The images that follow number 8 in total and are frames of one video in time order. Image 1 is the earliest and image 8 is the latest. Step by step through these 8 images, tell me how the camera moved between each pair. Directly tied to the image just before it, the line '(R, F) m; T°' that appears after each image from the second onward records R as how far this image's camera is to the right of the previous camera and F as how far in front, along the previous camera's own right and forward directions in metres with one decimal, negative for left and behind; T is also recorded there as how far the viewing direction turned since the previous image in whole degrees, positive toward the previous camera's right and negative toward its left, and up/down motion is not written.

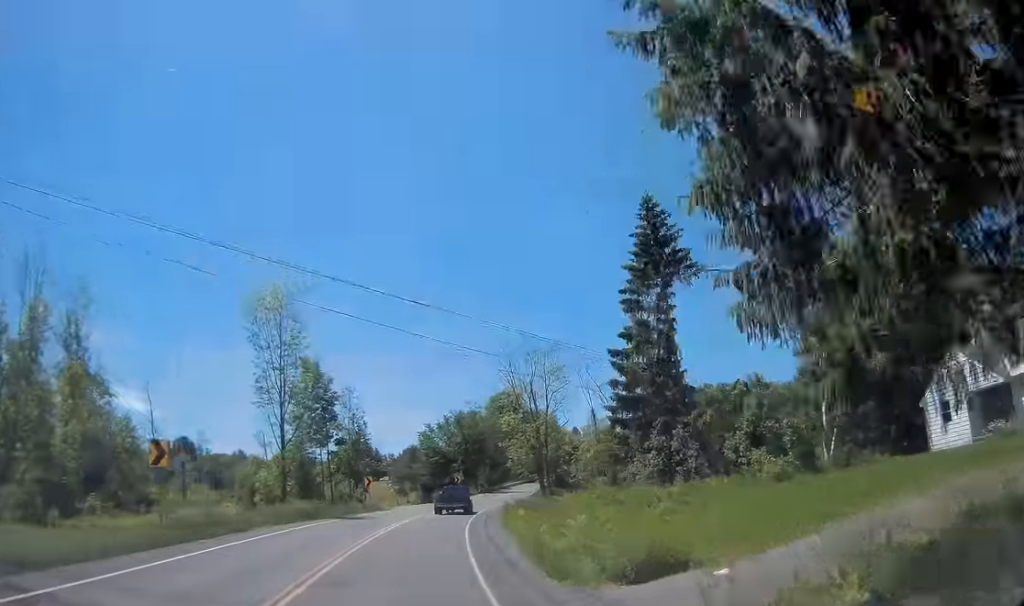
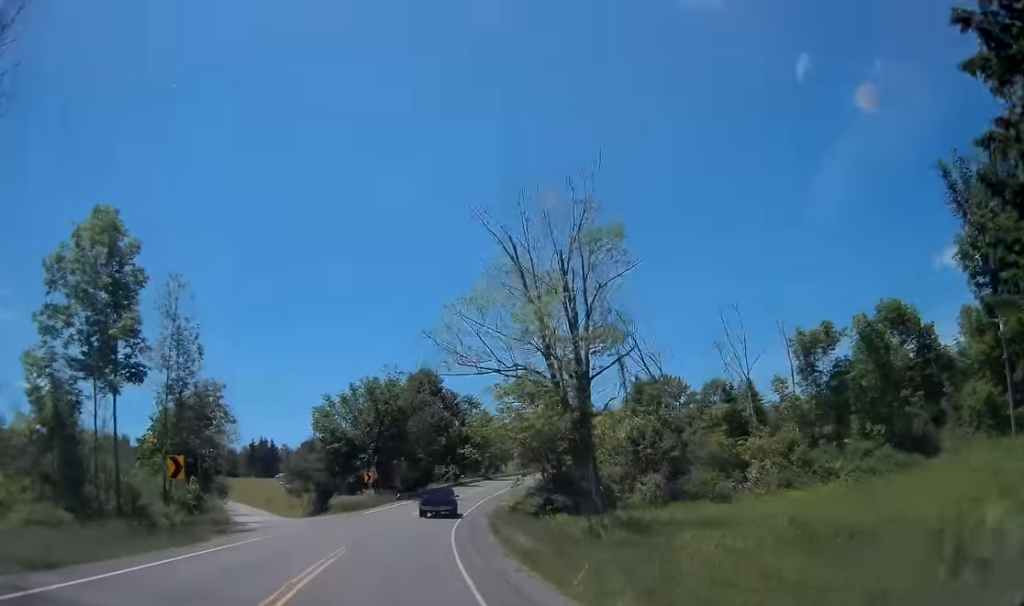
(+3.1, +32.5) m; +10°
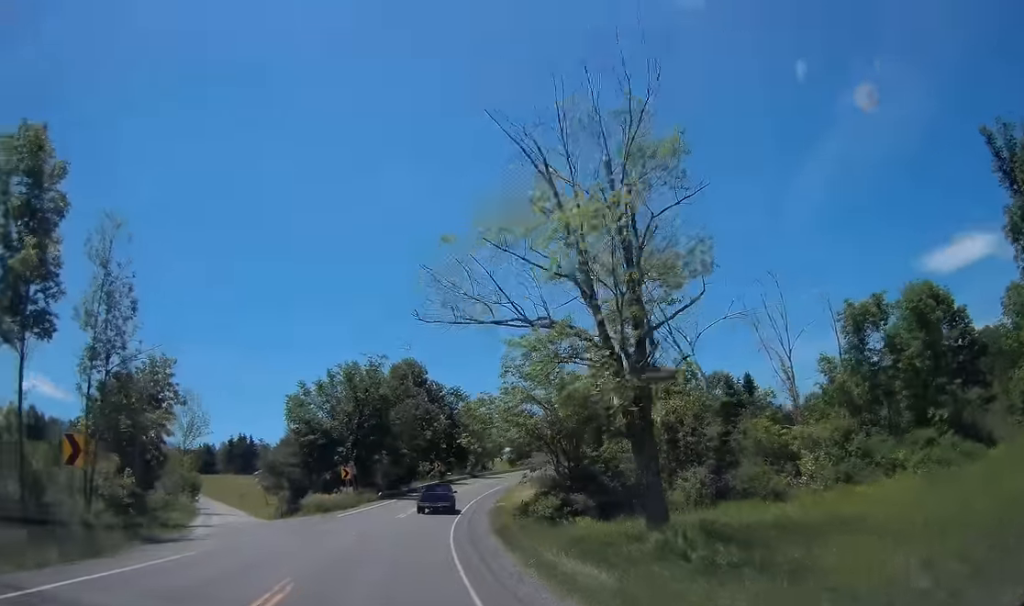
(0.0, +7.0) m; +2°
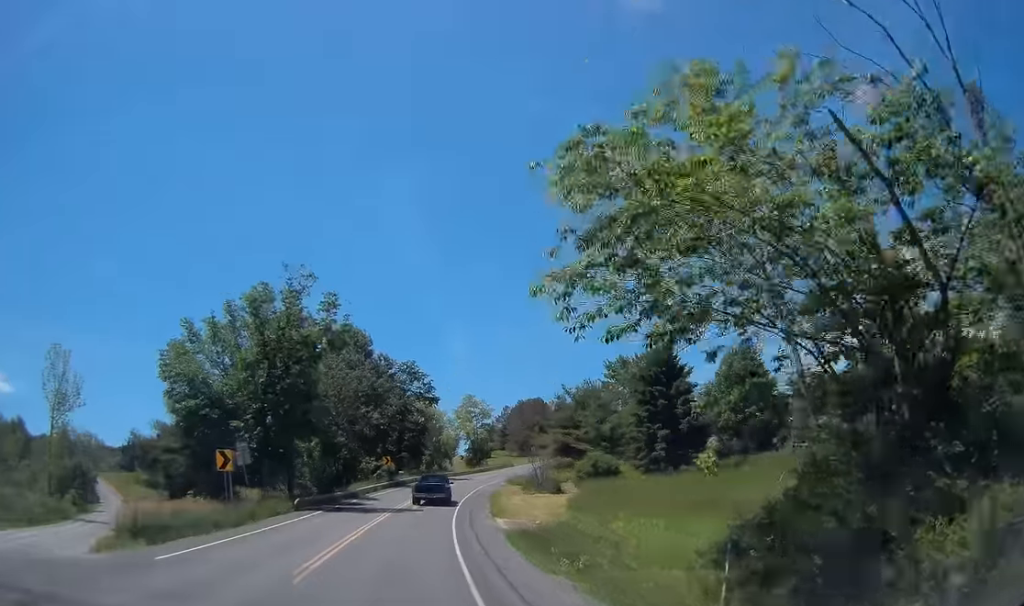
(+1.1, +23.2) m; +5°
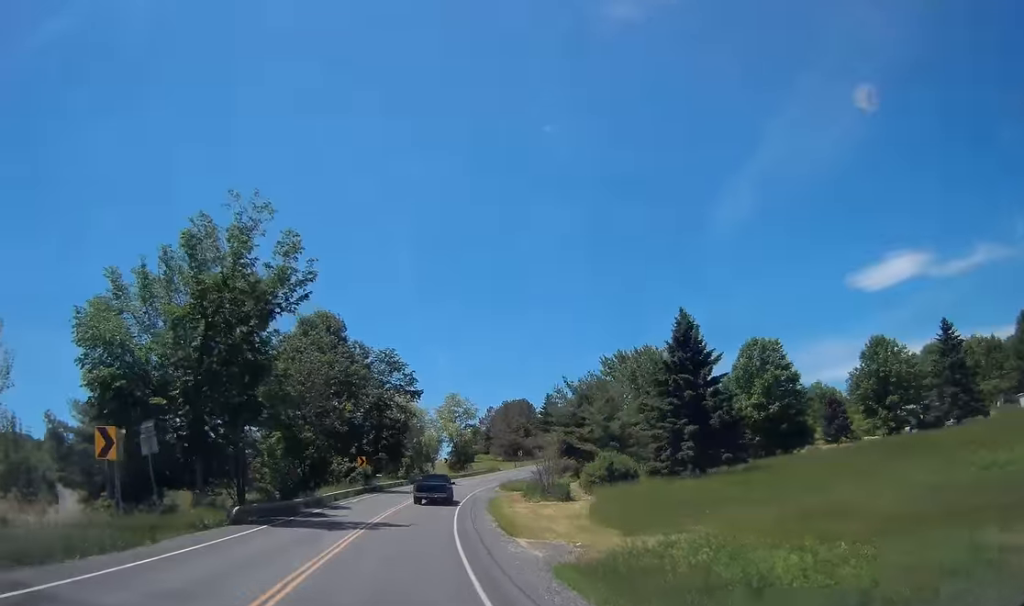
(+0.1, +9.9) m; +2°
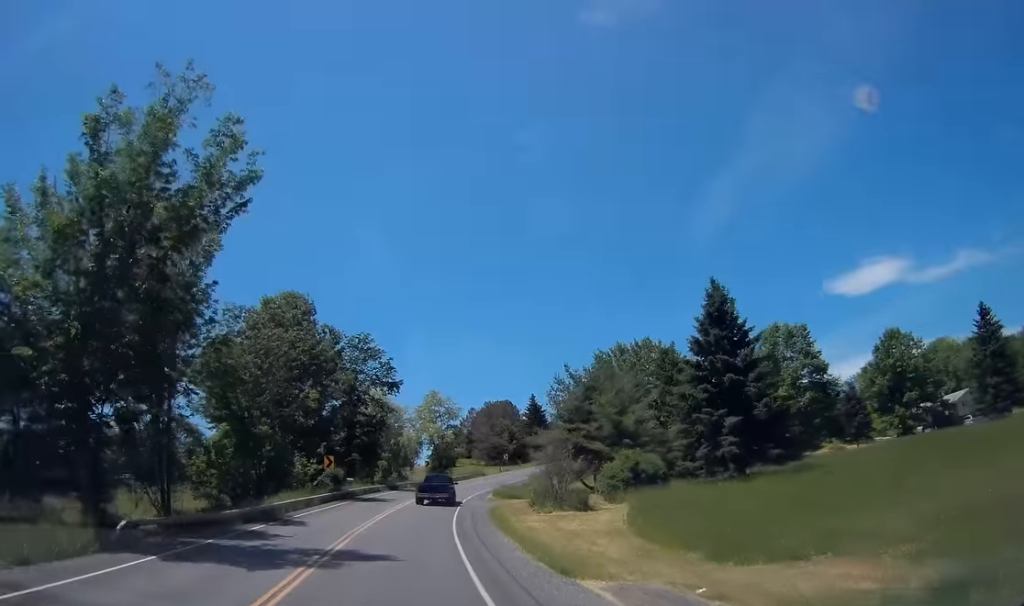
(+0.3, +9.8) m; +2°
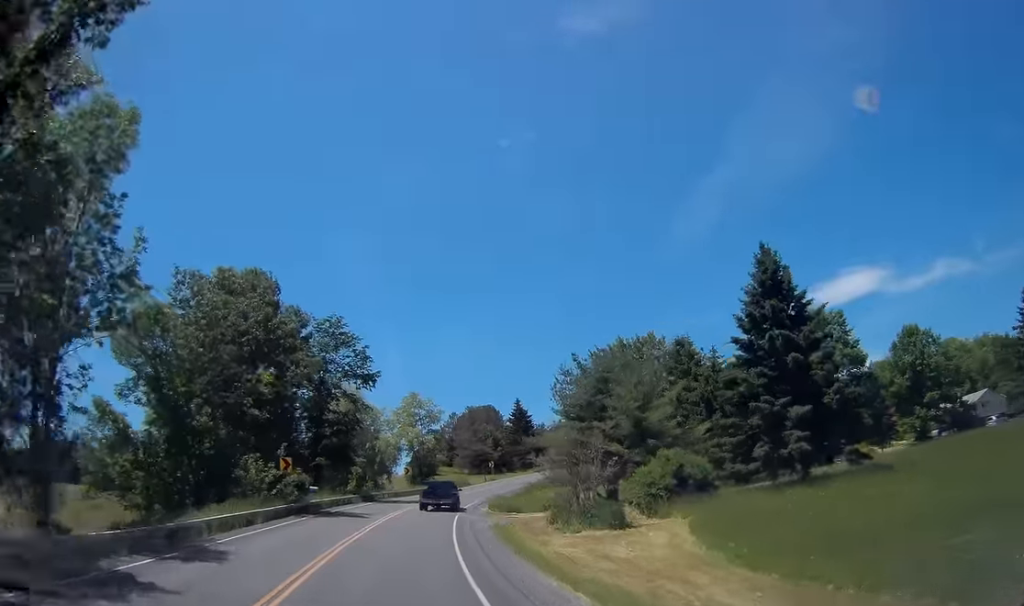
(+0.2, +9.7) m; +2°
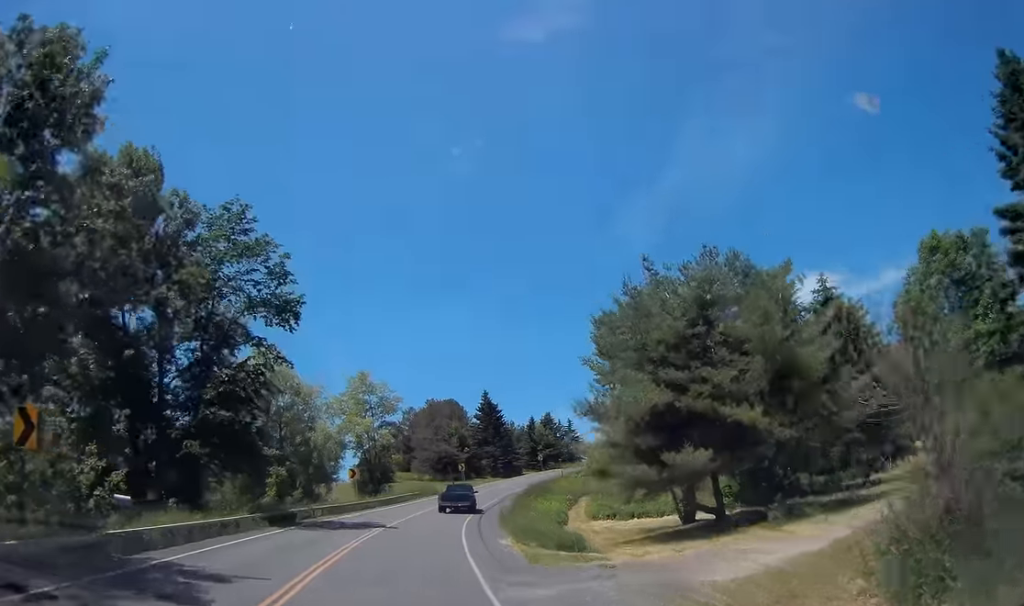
(+1.0, +22.9) m; +6°
